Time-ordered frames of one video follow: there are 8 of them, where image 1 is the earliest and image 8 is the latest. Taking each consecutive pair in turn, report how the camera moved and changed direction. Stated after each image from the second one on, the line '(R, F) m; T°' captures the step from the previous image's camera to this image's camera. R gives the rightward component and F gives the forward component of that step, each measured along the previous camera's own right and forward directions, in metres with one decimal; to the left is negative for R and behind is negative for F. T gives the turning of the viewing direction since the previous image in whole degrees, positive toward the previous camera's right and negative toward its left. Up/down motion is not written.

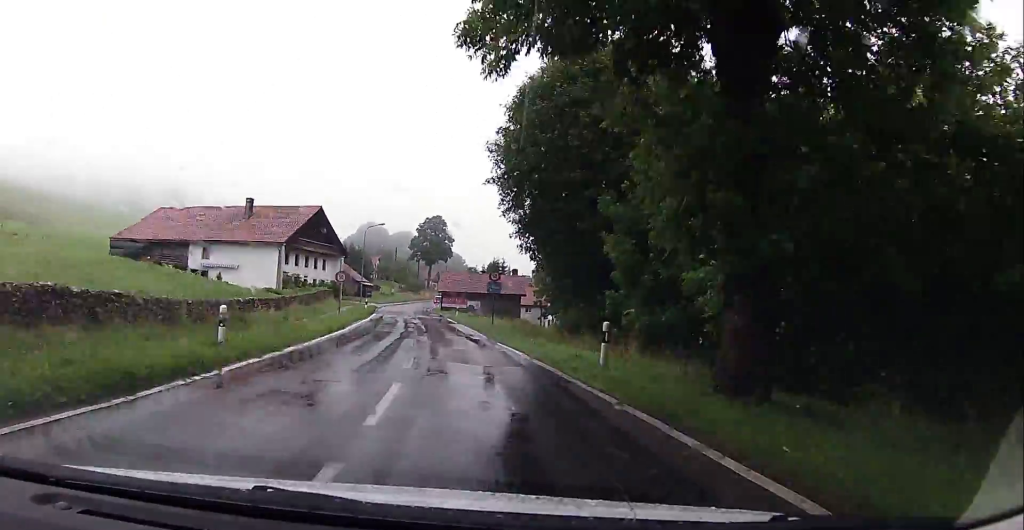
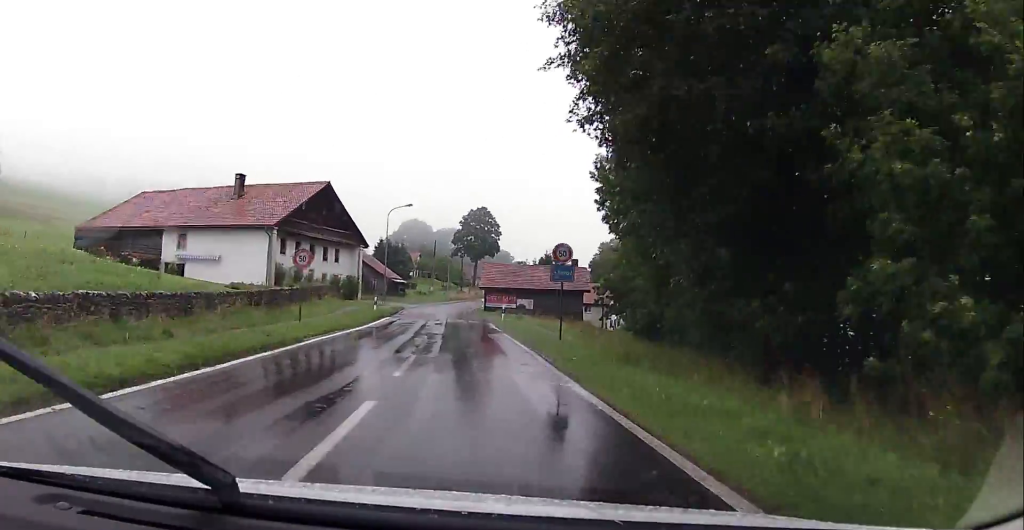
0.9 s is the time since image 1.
(-0.8, +15.1) m; -5°
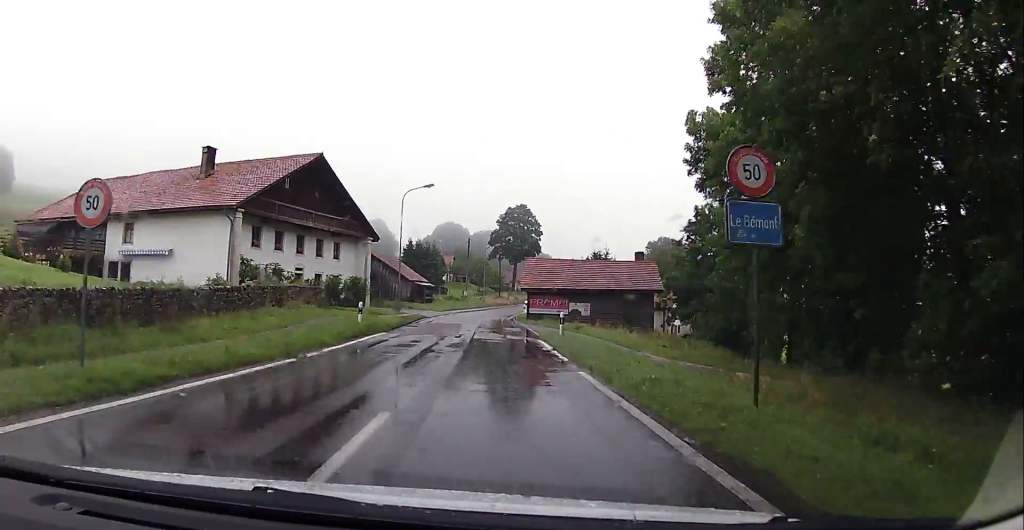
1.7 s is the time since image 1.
(-0.7, +13.9) m; -4°
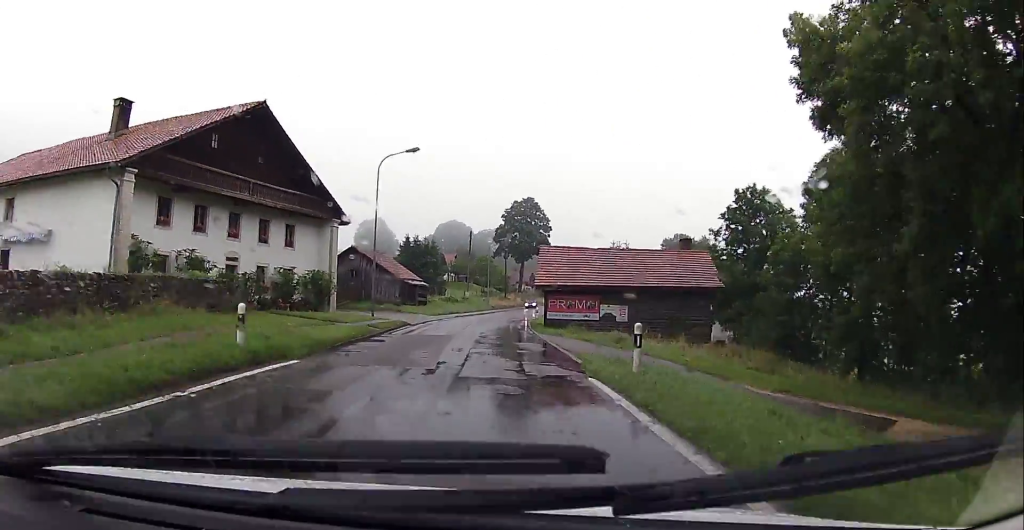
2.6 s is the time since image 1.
(-0.1, +12.3) m; -2°
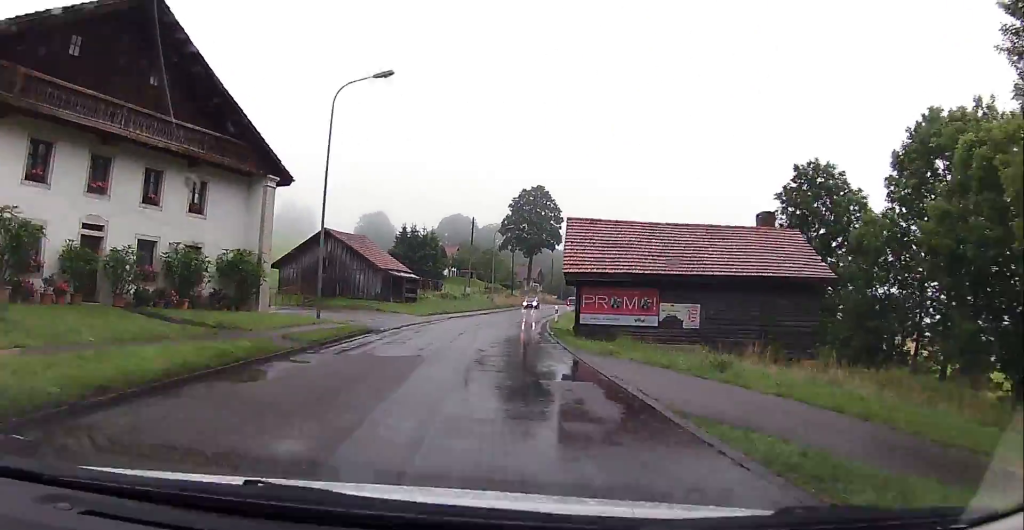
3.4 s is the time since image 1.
(-0.4, +12.0) m; -2°
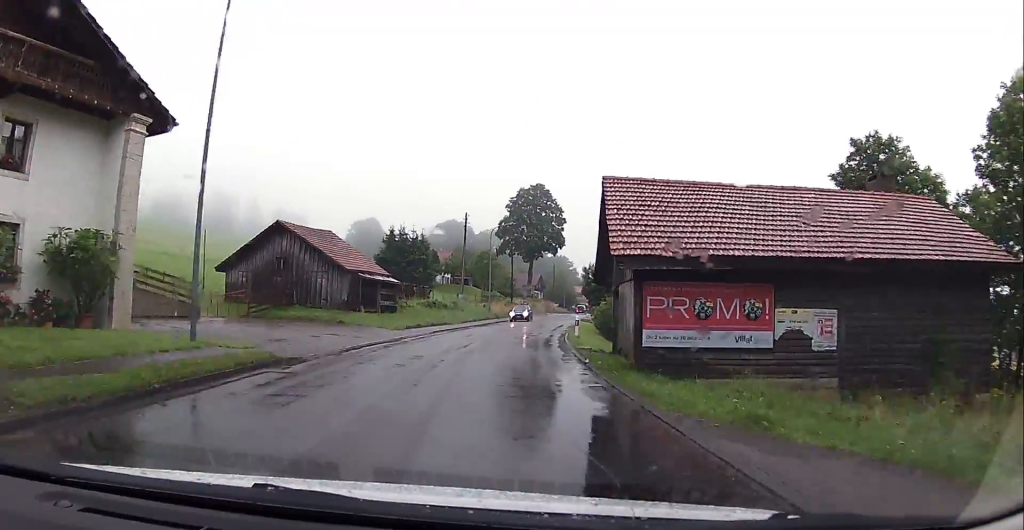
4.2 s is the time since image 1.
(0.0, +10.1) m; +1°
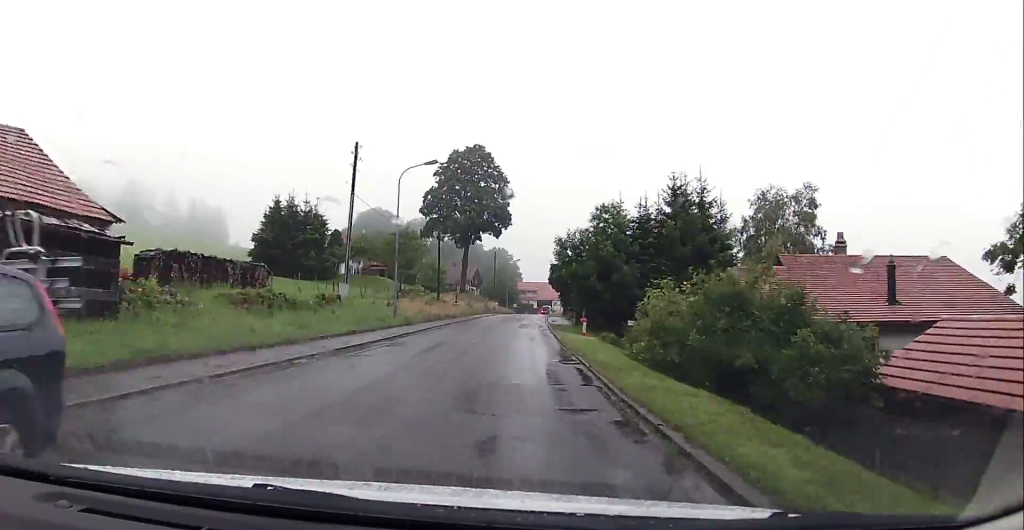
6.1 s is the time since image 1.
(+1.0, +26.7) m; +5°
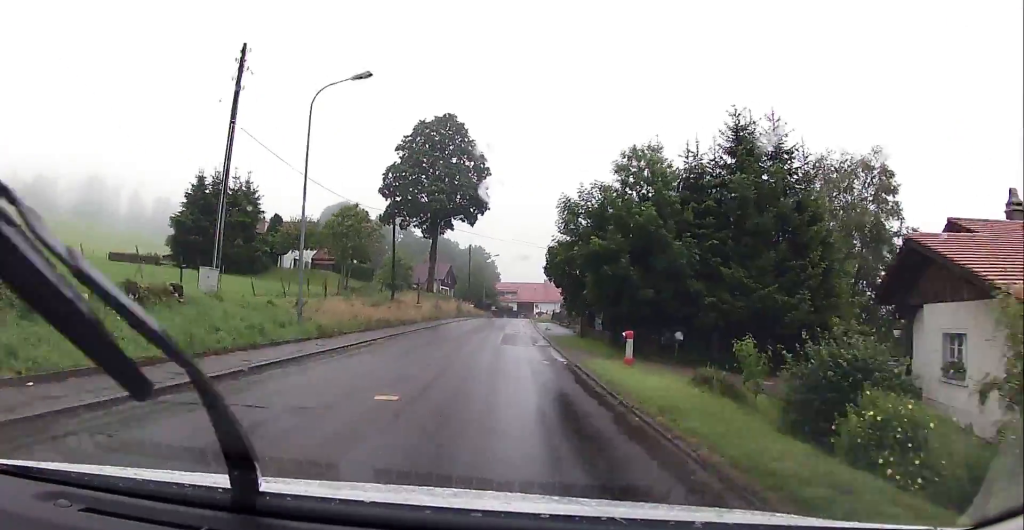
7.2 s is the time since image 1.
(+0.5, +14.9) m; +4°
